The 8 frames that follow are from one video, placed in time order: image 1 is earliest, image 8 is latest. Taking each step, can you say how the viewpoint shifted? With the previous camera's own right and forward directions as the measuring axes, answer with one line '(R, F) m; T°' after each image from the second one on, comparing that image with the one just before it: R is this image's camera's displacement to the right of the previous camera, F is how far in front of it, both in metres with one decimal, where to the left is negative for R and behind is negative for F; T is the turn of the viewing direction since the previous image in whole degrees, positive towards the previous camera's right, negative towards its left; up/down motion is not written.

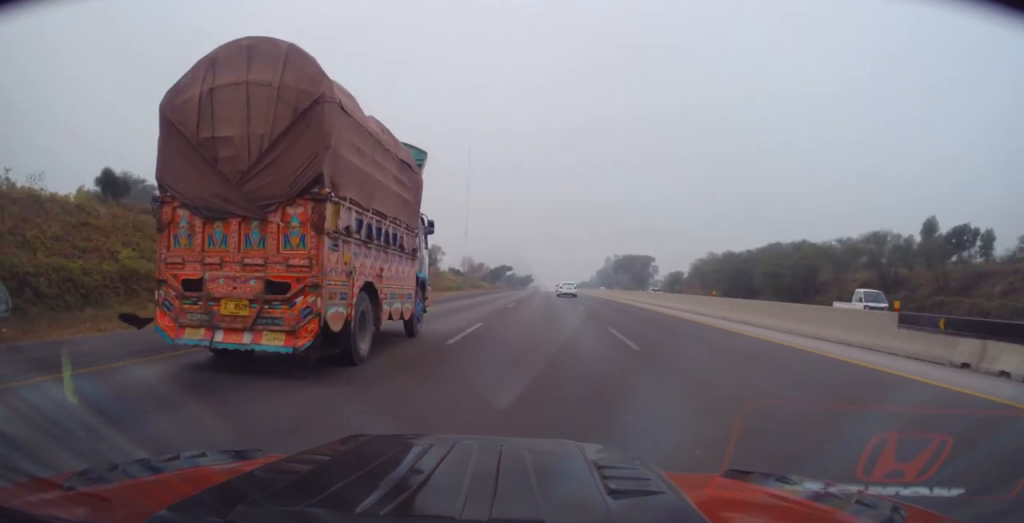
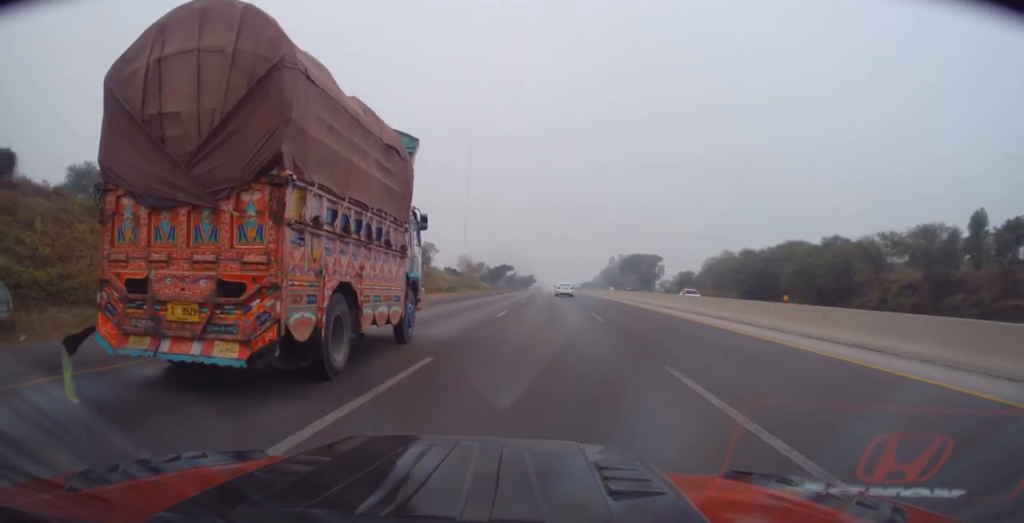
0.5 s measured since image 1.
(0.0, +8.2) m; 0°
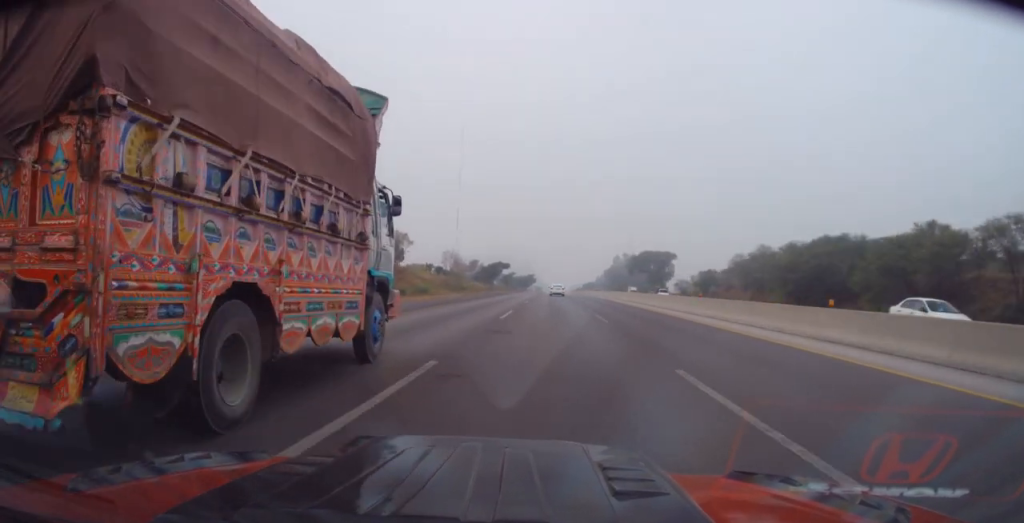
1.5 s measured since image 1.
(0.0, +18.3) m; +1°
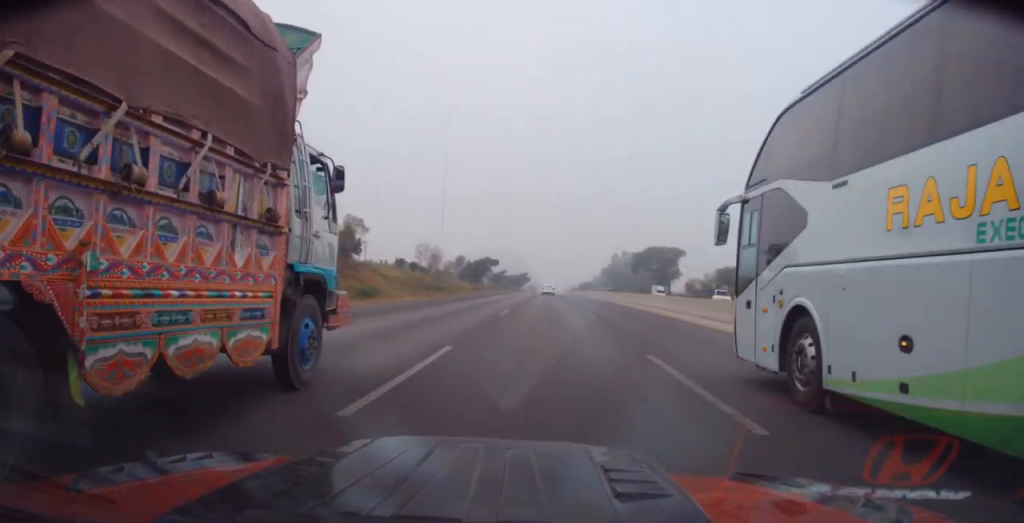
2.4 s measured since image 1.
(+0.2, +16.0) m; 0°
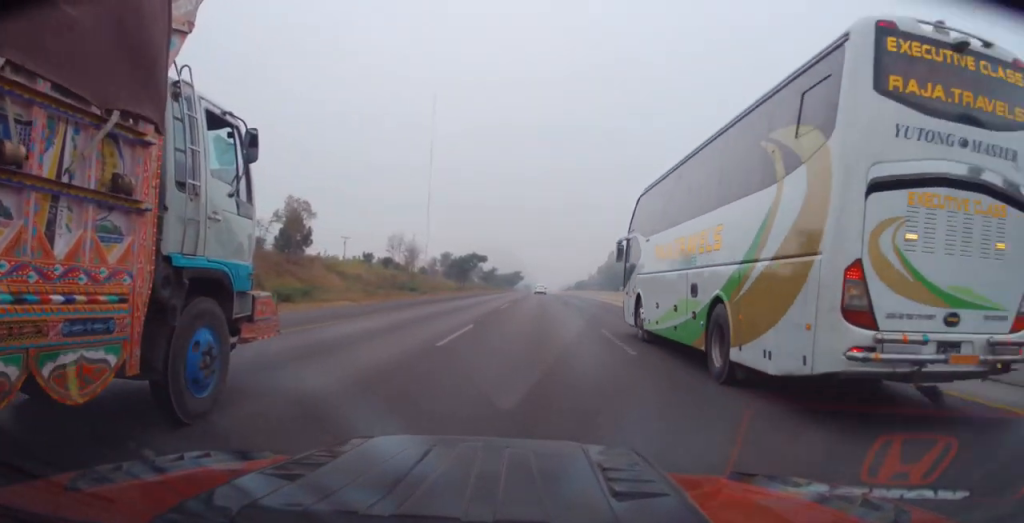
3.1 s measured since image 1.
(+0.1, +11.8) m; 0°
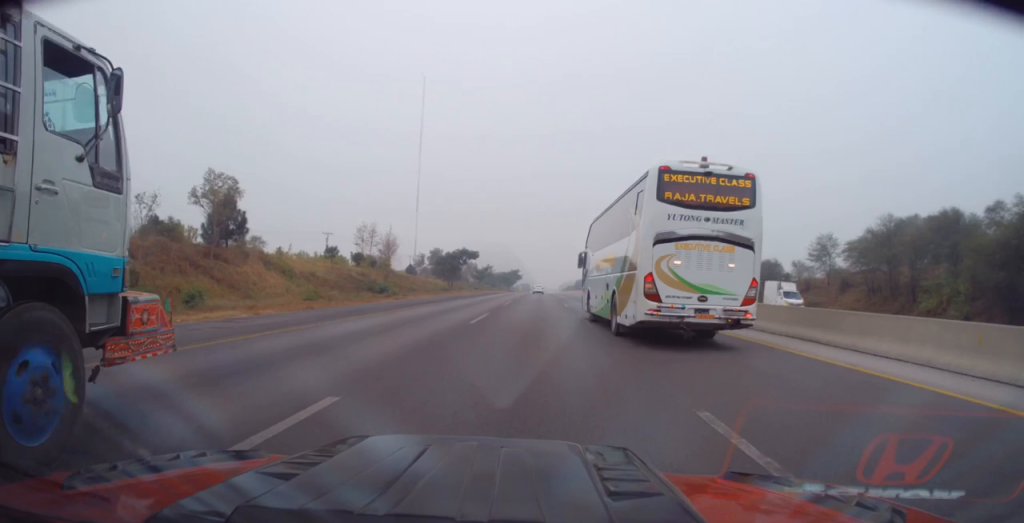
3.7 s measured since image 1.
(-0.2, +11.3) m; -1°
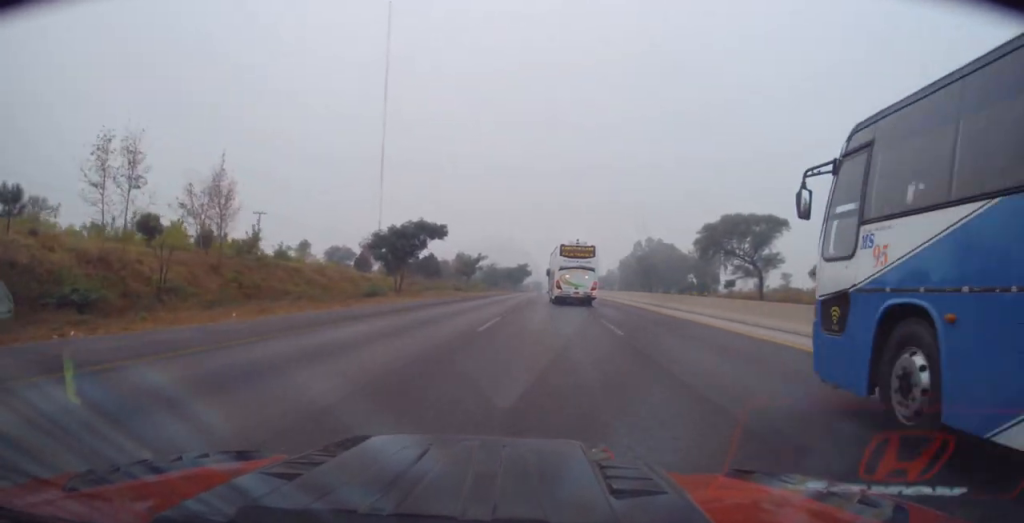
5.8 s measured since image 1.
(-0.8, +38.0) m; -1°
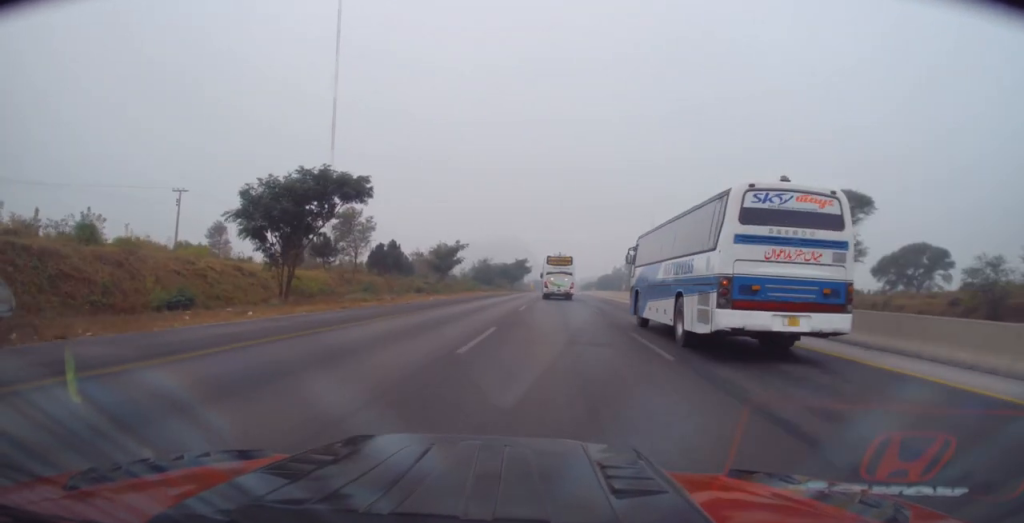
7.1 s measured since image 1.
(+0.4, +23.5) m; +1°
